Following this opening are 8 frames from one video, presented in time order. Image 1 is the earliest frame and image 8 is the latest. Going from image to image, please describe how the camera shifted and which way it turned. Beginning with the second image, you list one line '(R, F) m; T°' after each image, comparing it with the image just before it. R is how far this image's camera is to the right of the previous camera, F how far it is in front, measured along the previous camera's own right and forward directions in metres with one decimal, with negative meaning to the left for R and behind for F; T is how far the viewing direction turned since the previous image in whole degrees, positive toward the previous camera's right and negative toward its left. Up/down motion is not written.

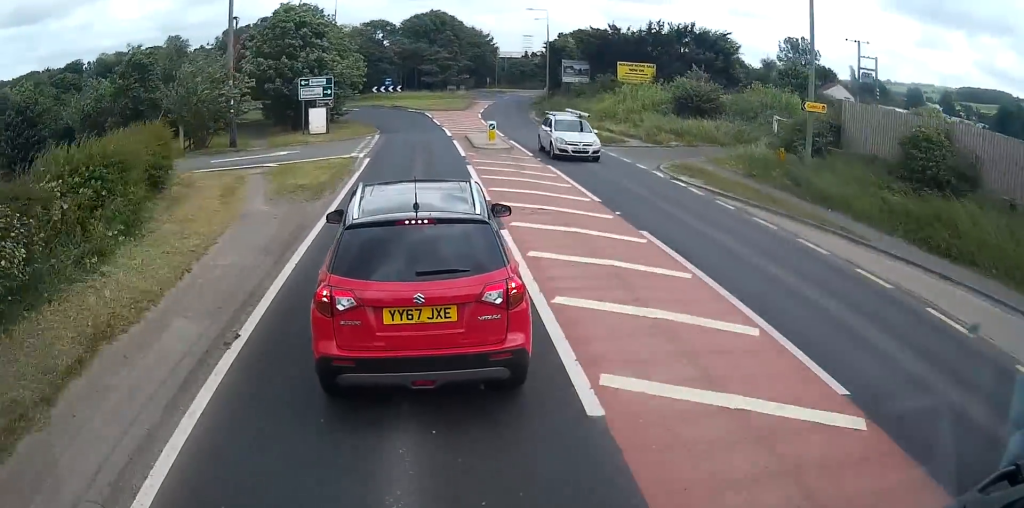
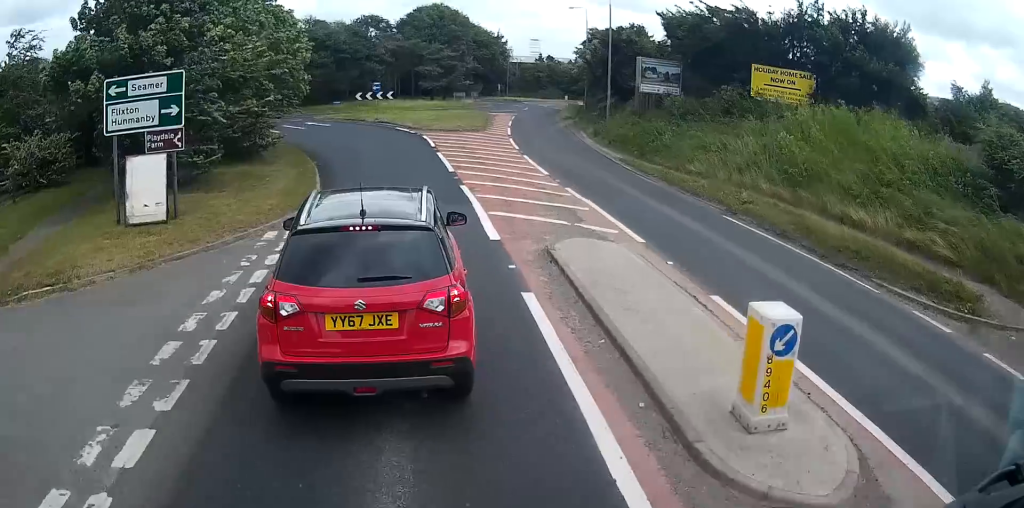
(0.0, +22.3) m; -1°
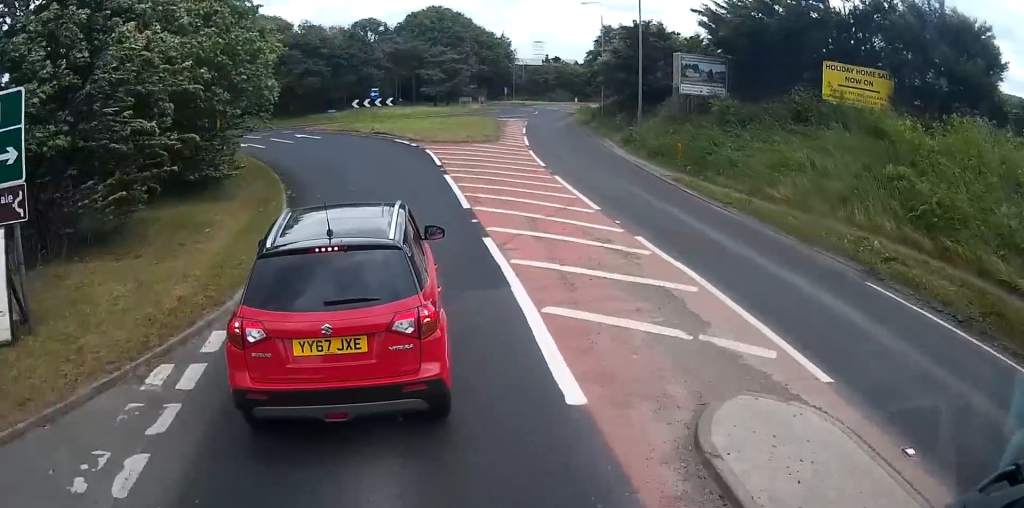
(-0.1, +6.0) m; 0°
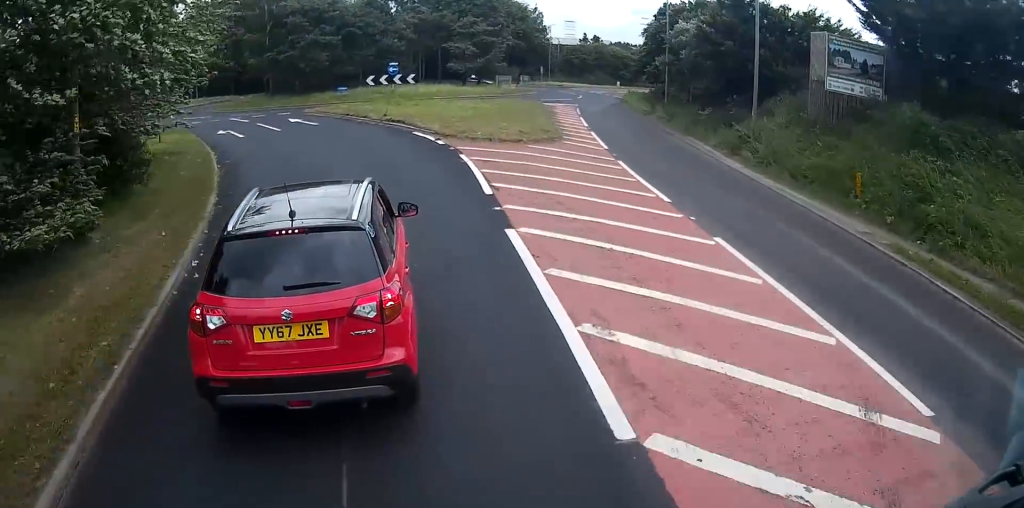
(0.0, +10.9) m; -2°
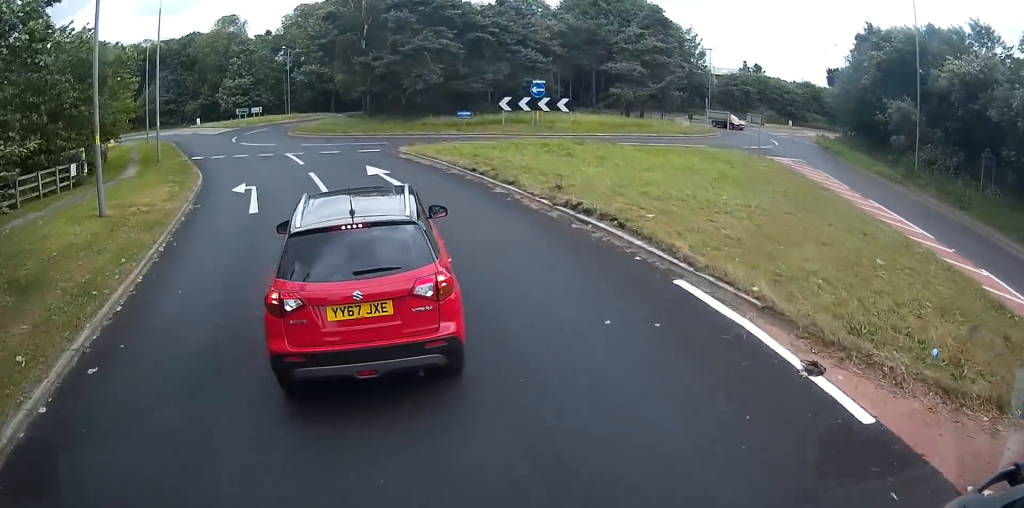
(-1.7, +18.5) m; -13°
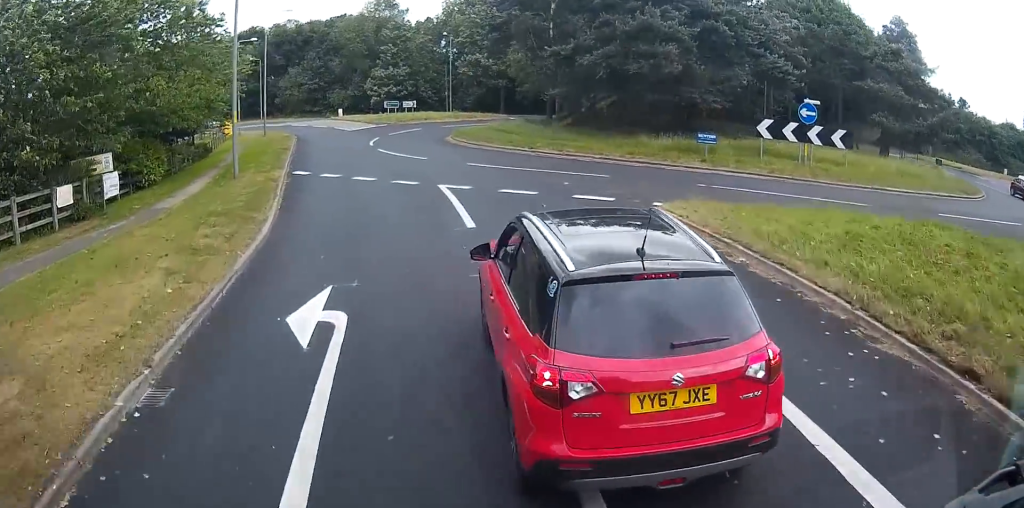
(-1.0, +12.7) m; -8°
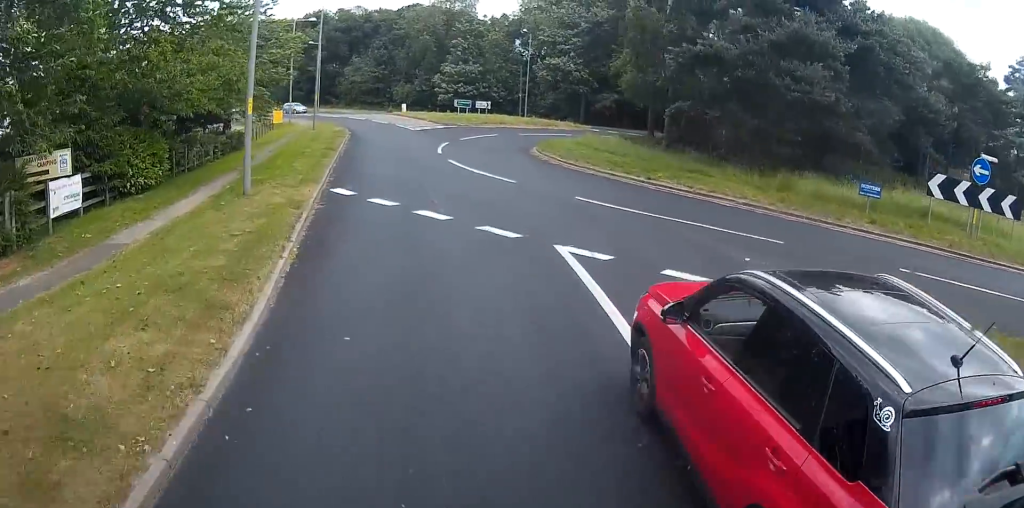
(-0.1, +6.8) m; -4°
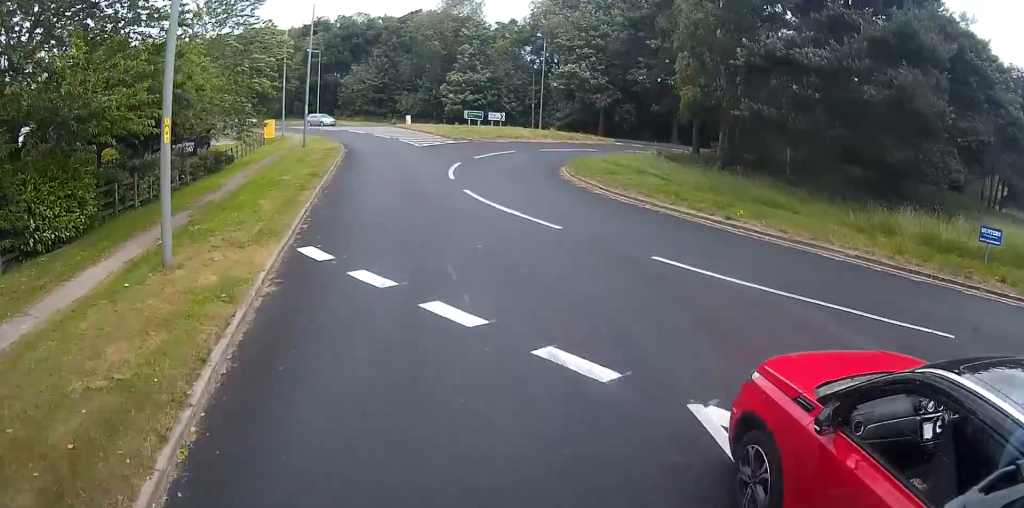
(-0.4, +5.5) m; -3°
